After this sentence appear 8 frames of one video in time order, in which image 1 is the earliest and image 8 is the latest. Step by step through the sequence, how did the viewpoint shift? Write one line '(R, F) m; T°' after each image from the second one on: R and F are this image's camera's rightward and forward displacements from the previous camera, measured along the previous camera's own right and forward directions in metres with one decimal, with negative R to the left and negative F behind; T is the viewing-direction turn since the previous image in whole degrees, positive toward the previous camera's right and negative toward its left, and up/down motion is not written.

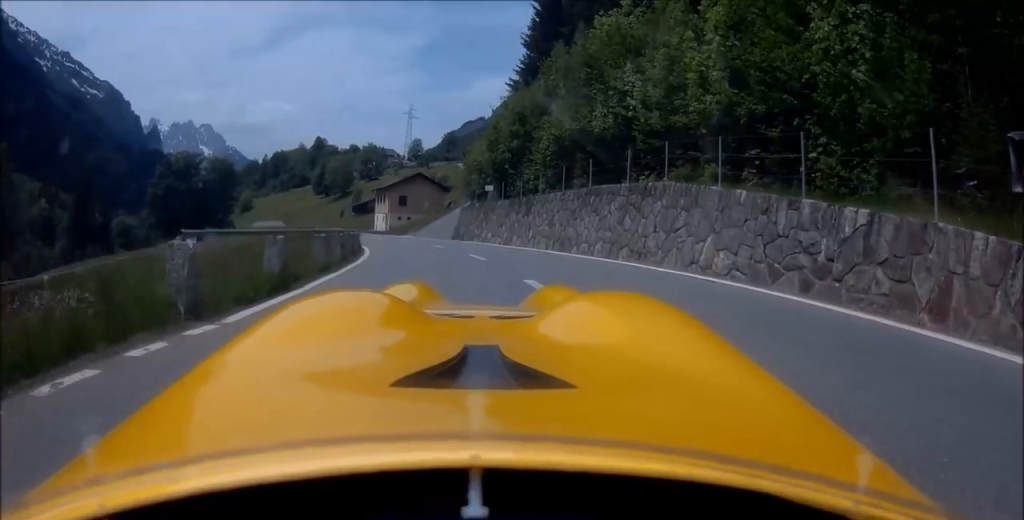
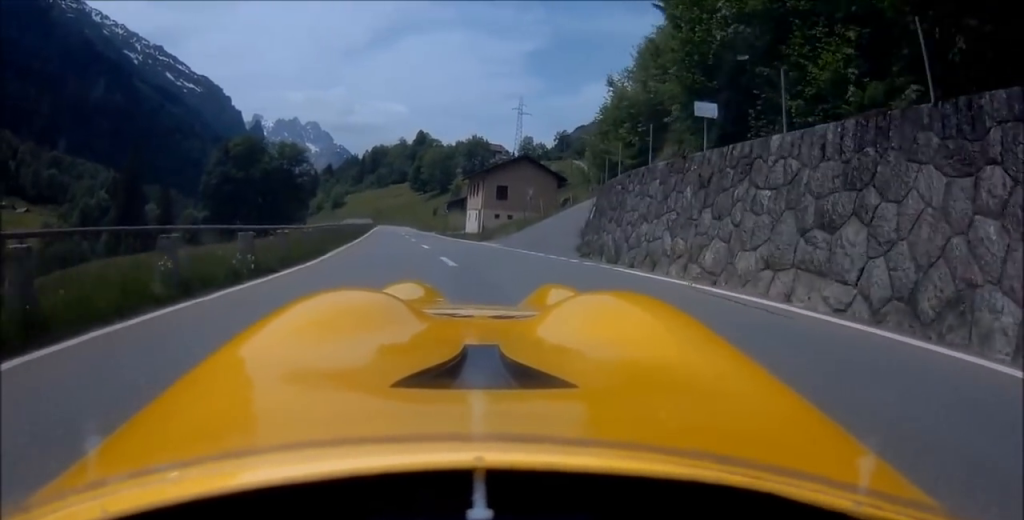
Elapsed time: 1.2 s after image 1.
(+0.3, +24.4) m; -2°
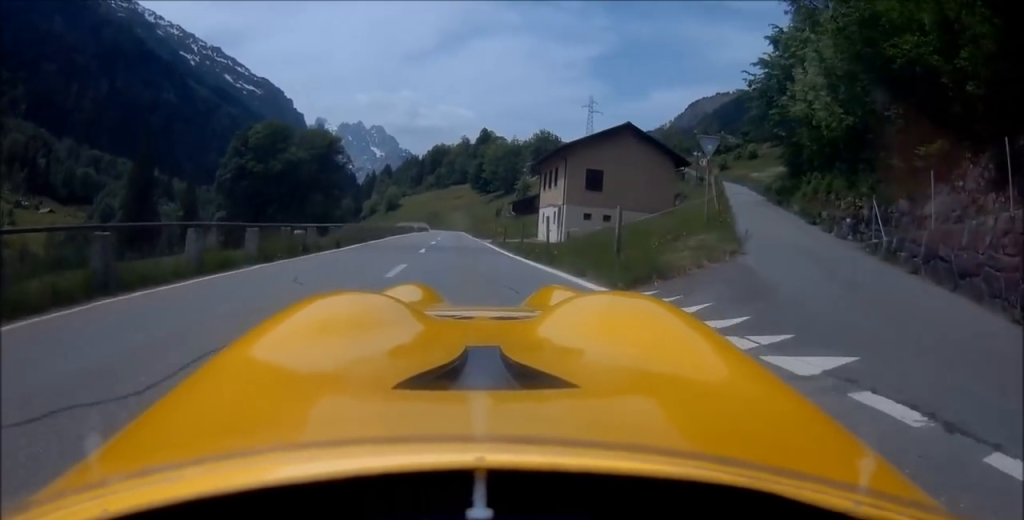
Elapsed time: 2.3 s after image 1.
(-1.5, +22.0) m; -10°
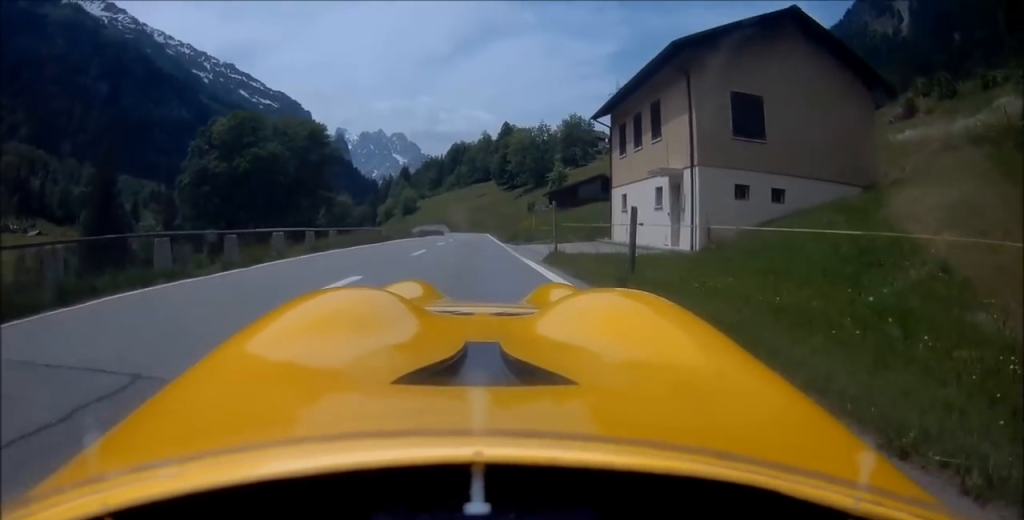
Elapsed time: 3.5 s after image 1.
(-2.3, +22.0) m; -7°
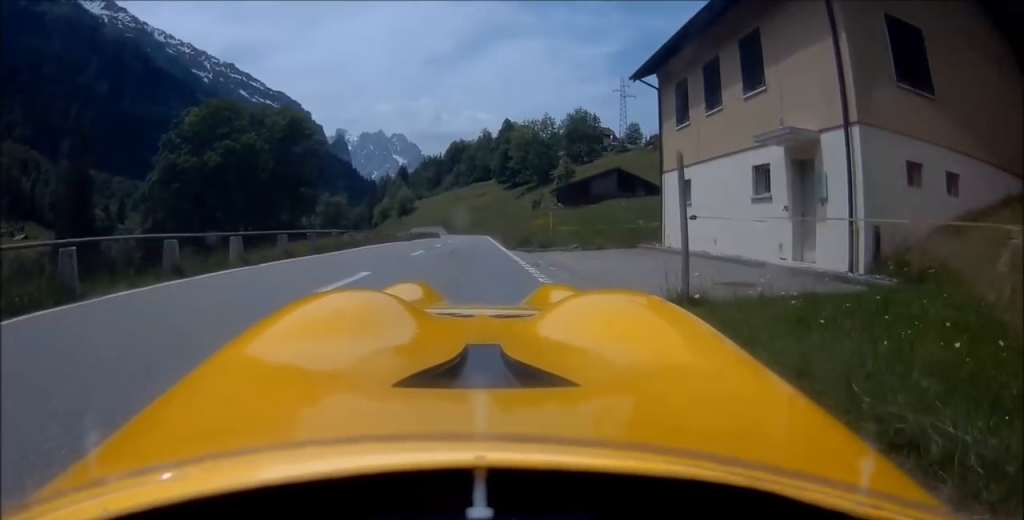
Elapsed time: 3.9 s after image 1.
(+0.3, +8.7) m; -1°
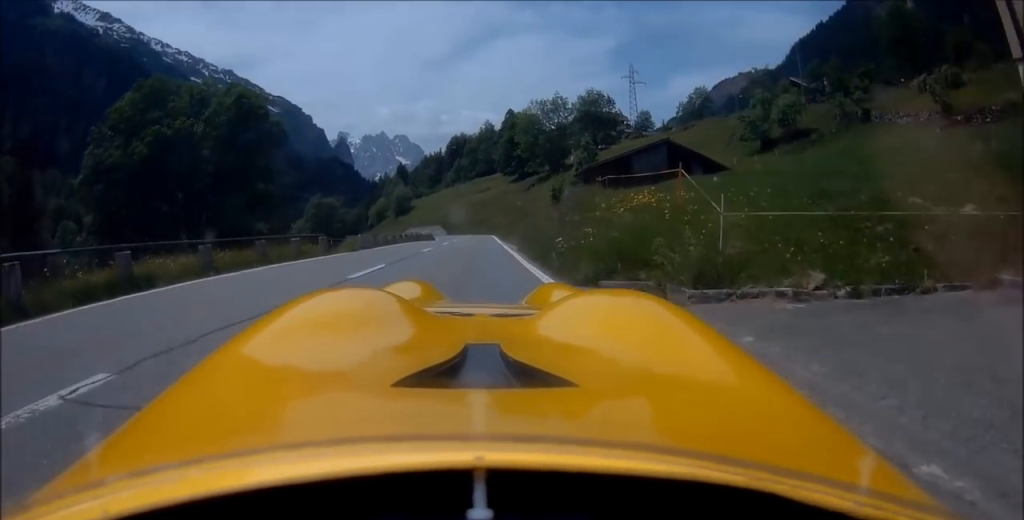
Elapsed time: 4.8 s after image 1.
(-0.9, +16.7) m; -5°
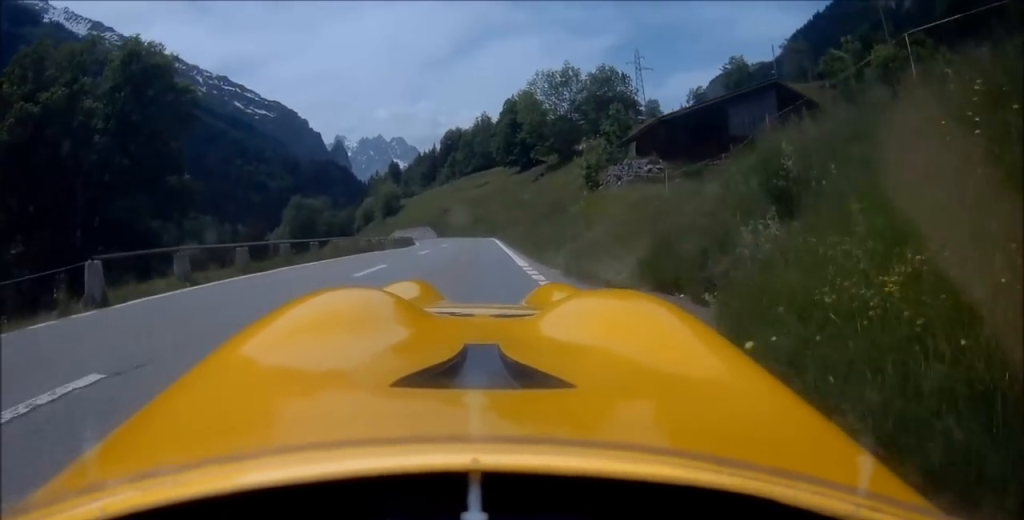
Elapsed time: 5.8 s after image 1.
(-0.8, +19.2) m; -7°
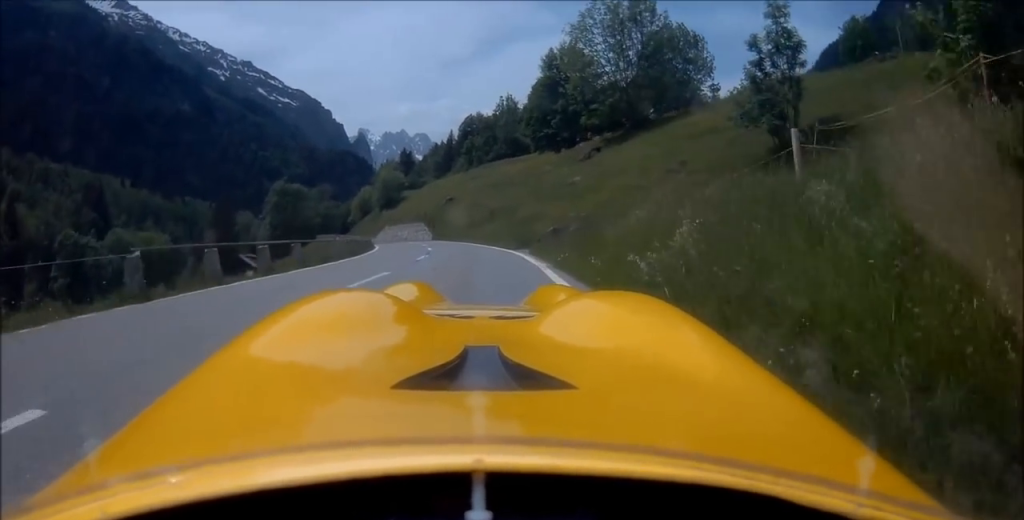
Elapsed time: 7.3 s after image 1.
(-3.0, +29.6) m; -8°
